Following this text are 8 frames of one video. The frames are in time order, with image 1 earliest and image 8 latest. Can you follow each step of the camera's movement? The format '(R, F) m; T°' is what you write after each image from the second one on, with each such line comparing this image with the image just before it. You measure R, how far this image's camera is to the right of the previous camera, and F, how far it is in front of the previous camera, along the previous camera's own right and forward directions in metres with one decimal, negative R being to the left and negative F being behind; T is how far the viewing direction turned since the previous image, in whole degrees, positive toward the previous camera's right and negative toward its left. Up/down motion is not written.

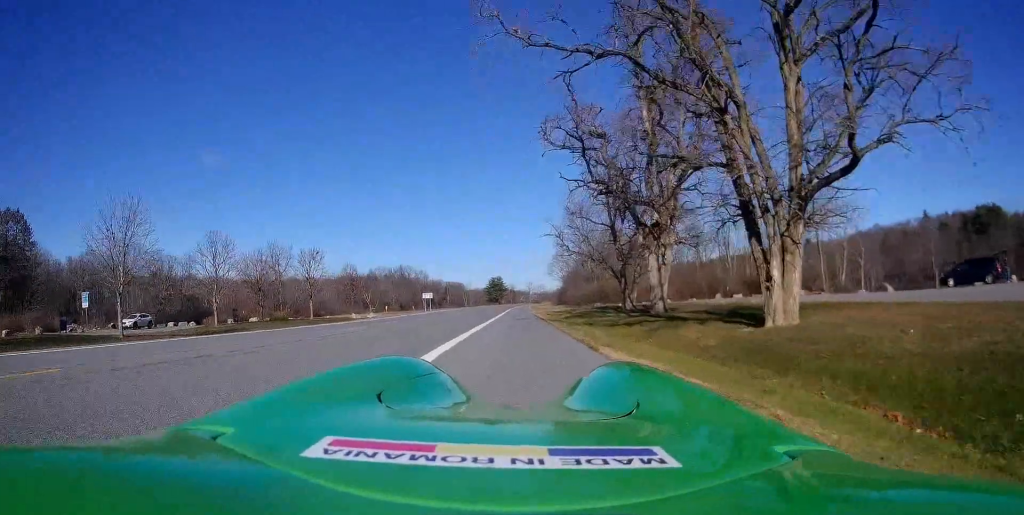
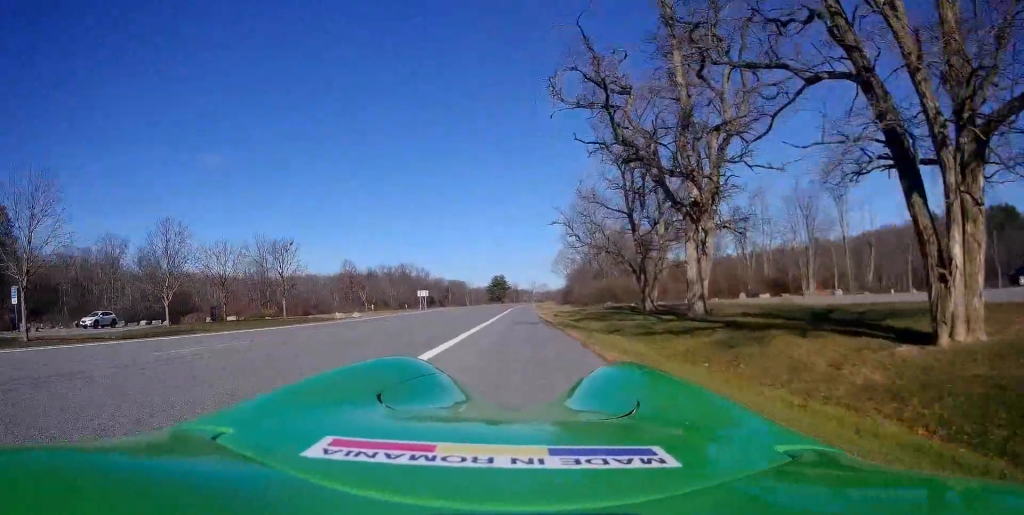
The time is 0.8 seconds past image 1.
(+0.2, +6.9) m; +2°
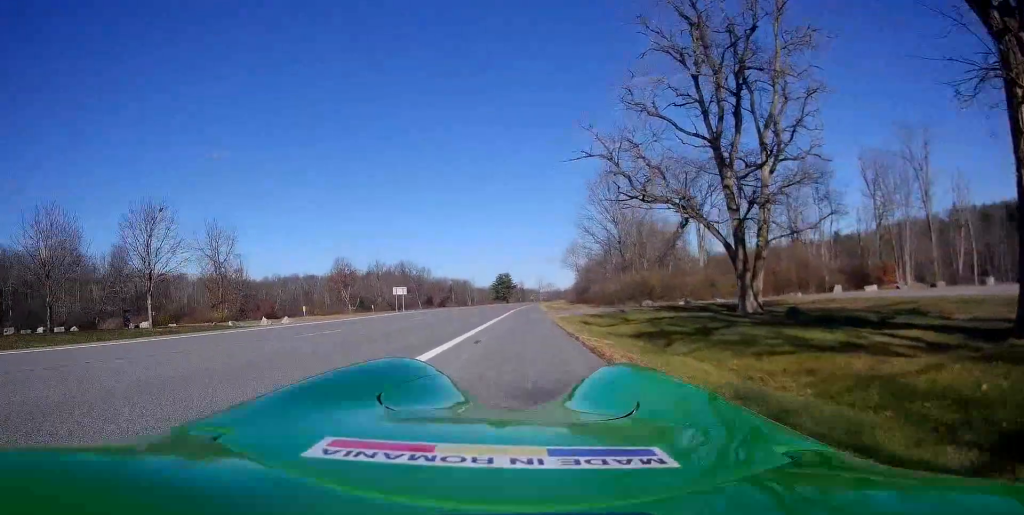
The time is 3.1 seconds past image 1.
(+0.4, +19.2) m; -1°
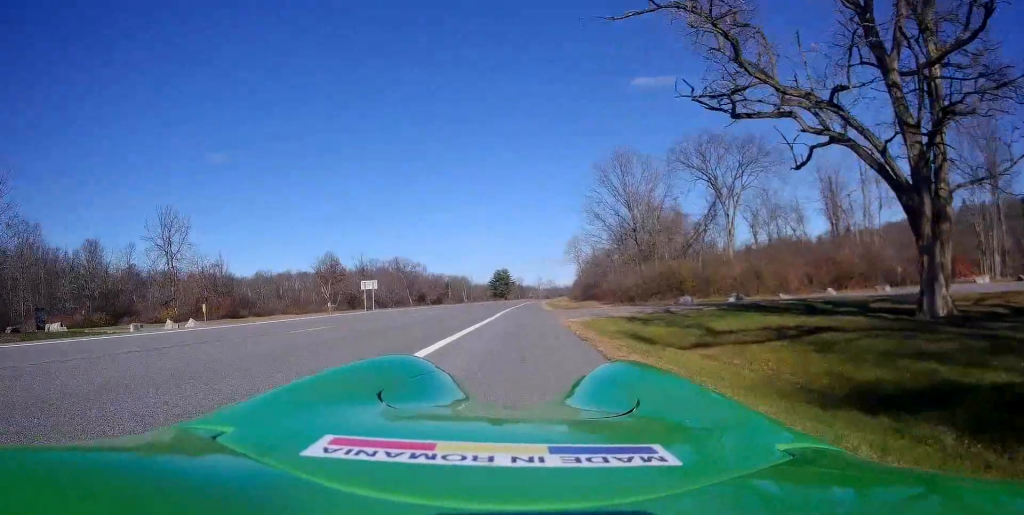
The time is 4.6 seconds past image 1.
(-0.3, +12.2) m; -1°
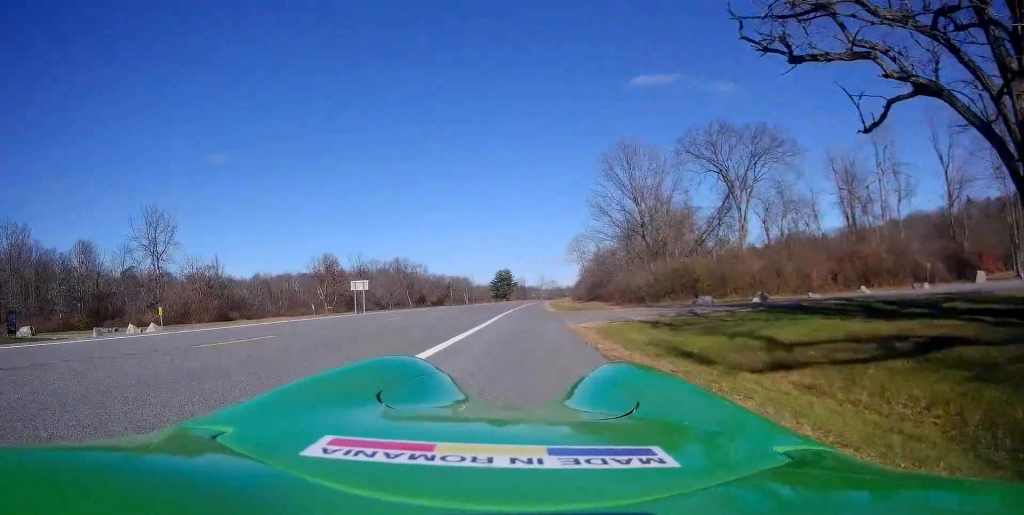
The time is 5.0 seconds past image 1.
(+0.2, +3.5) m; 0°
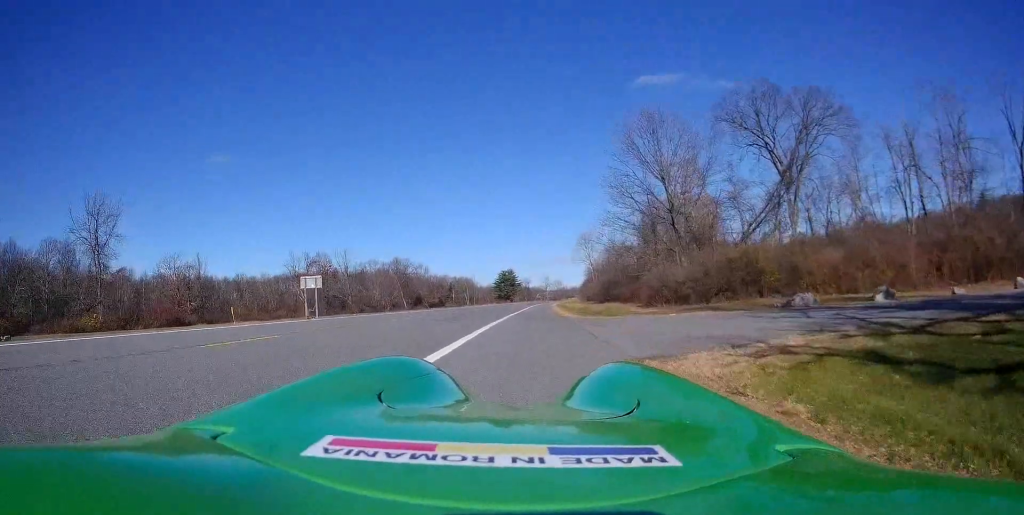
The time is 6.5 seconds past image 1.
(-0.3, +12.2) m; -2°
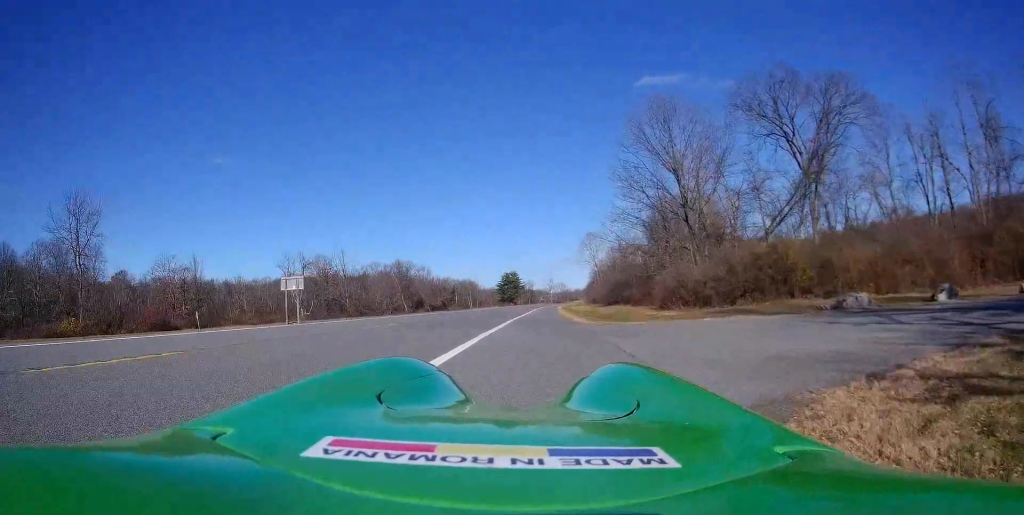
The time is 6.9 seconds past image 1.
(0.0, +3.5) m; 0°
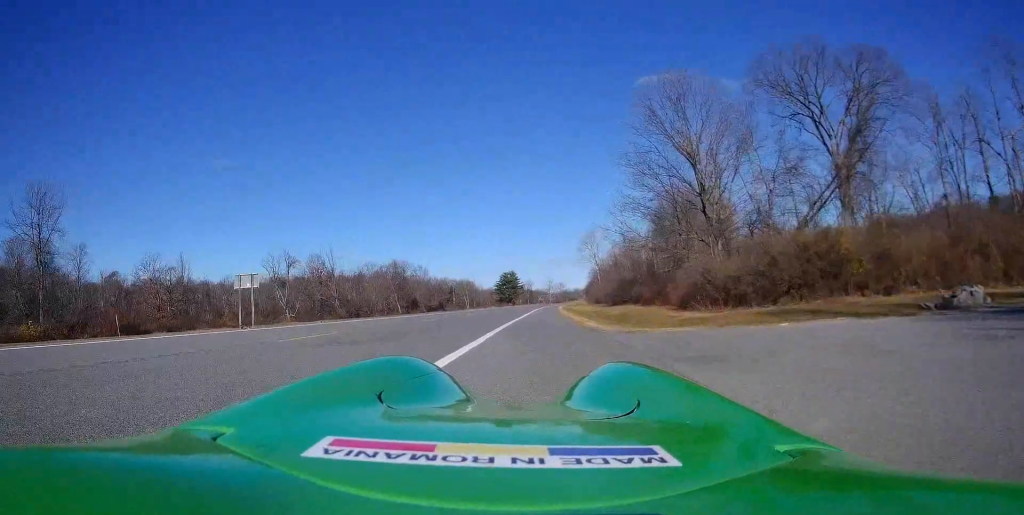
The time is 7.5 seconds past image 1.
(0.0, +5.6) m; 0°
